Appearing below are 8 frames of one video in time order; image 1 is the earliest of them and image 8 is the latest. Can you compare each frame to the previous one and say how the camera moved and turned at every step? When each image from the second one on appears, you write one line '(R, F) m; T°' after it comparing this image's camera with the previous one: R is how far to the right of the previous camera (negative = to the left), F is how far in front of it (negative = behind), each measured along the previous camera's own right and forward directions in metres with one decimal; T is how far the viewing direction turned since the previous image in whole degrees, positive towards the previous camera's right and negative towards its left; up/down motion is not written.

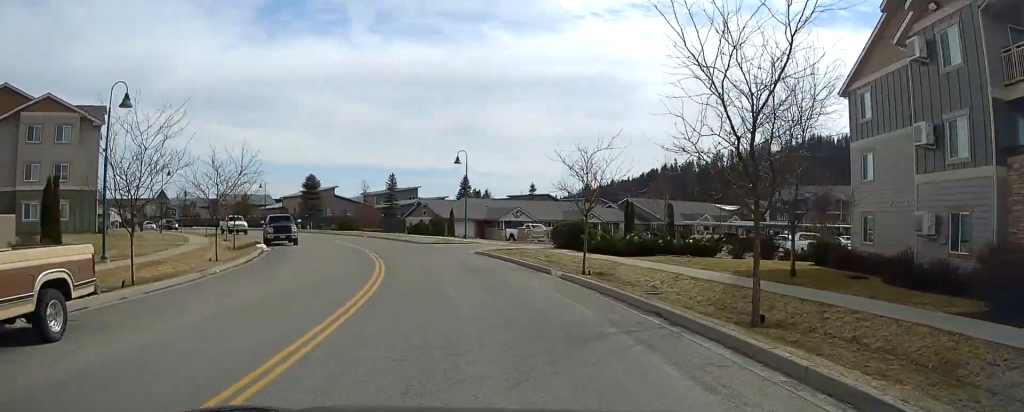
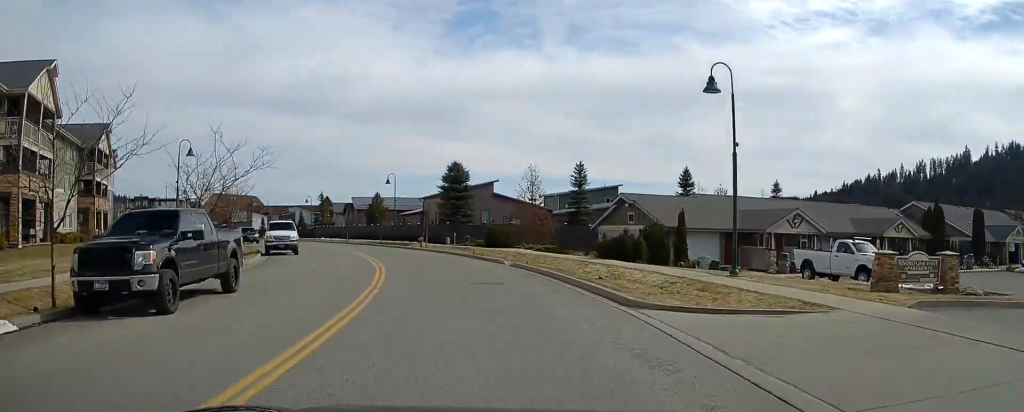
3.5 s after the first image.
(-5.8, +31.7) m; -19°
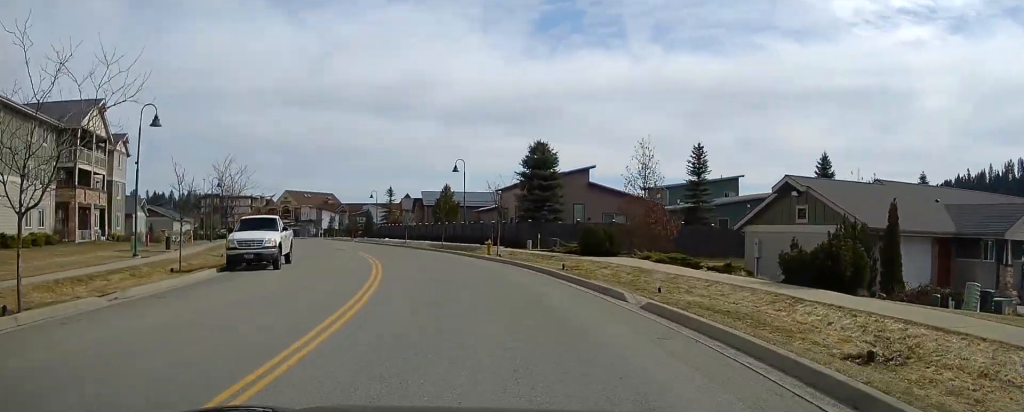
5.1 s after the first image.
(-1.1, +15.9) m; -8°
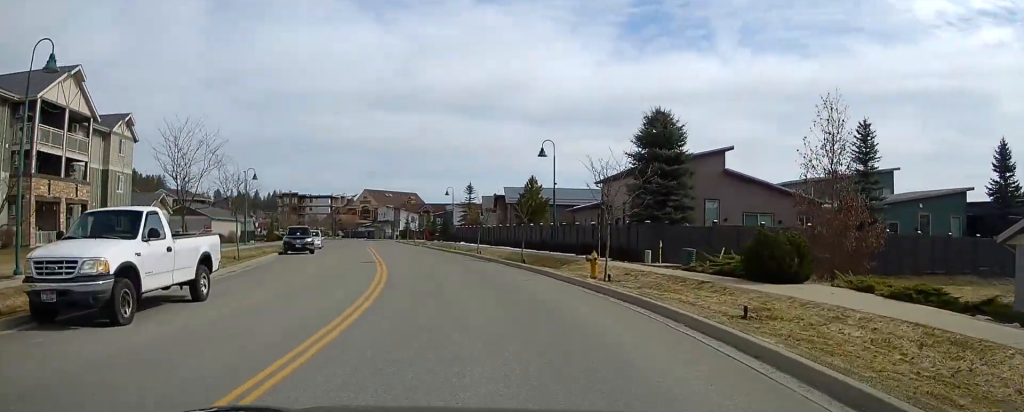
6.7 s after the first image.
(-0.7, +15.6) m; -7°
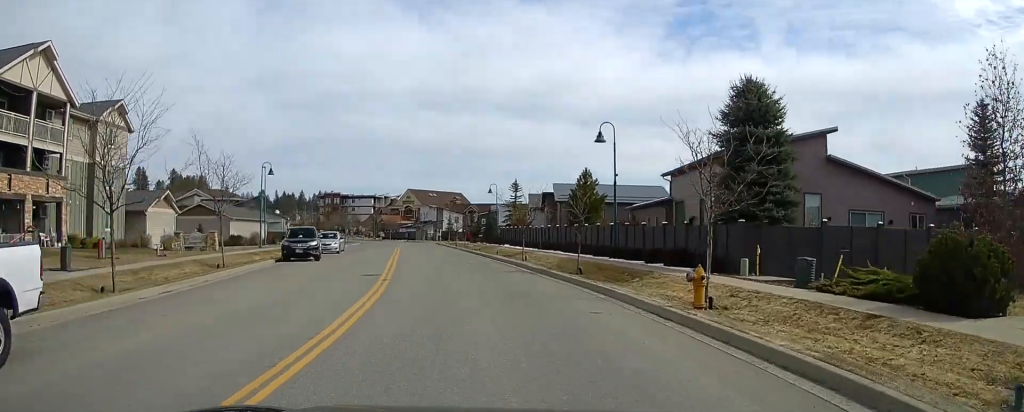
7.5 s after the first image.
(-0.5, +7.9) m; -4°
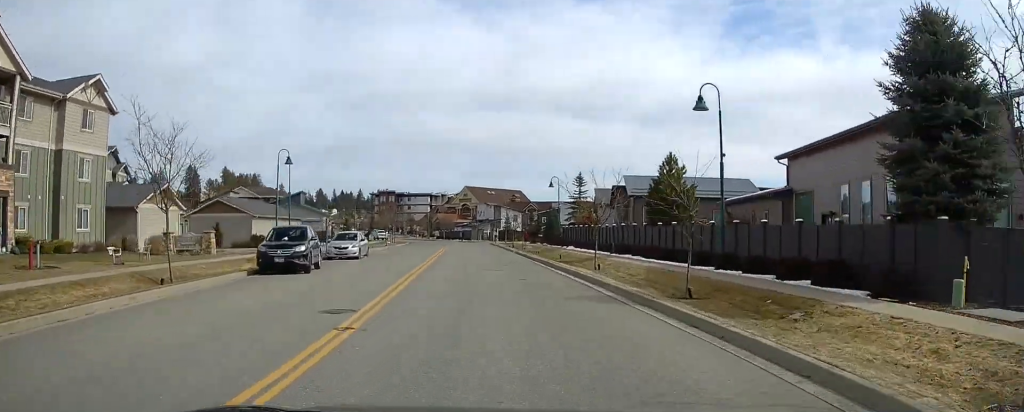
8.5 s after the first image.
(-0.2, +10.0) m; -4°
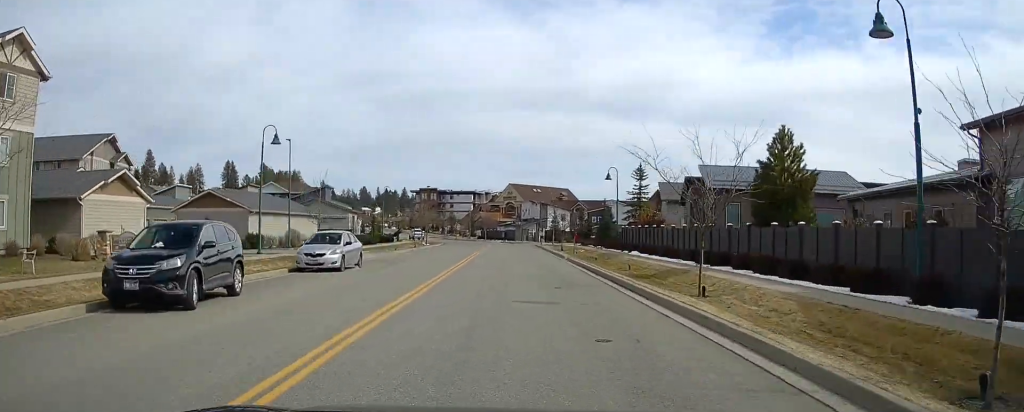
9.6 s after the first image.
(-0.7, +11.8) m; -2°
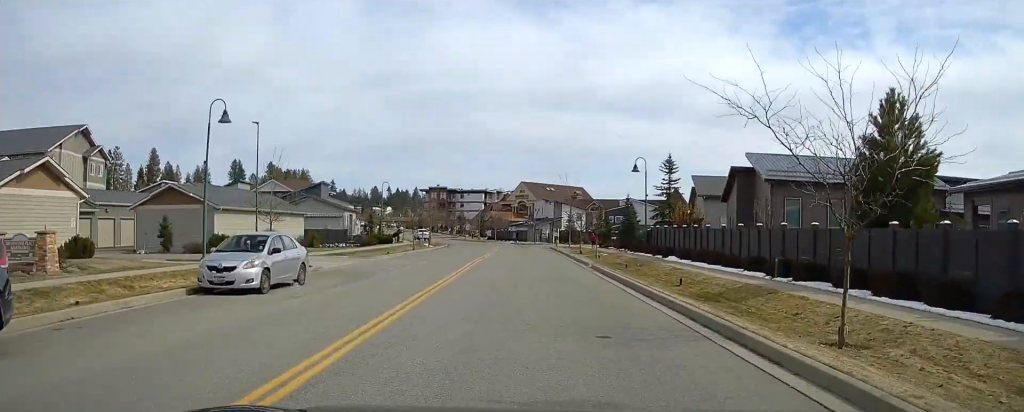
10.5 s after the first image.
(-0.2, +9.0) m; -1°
